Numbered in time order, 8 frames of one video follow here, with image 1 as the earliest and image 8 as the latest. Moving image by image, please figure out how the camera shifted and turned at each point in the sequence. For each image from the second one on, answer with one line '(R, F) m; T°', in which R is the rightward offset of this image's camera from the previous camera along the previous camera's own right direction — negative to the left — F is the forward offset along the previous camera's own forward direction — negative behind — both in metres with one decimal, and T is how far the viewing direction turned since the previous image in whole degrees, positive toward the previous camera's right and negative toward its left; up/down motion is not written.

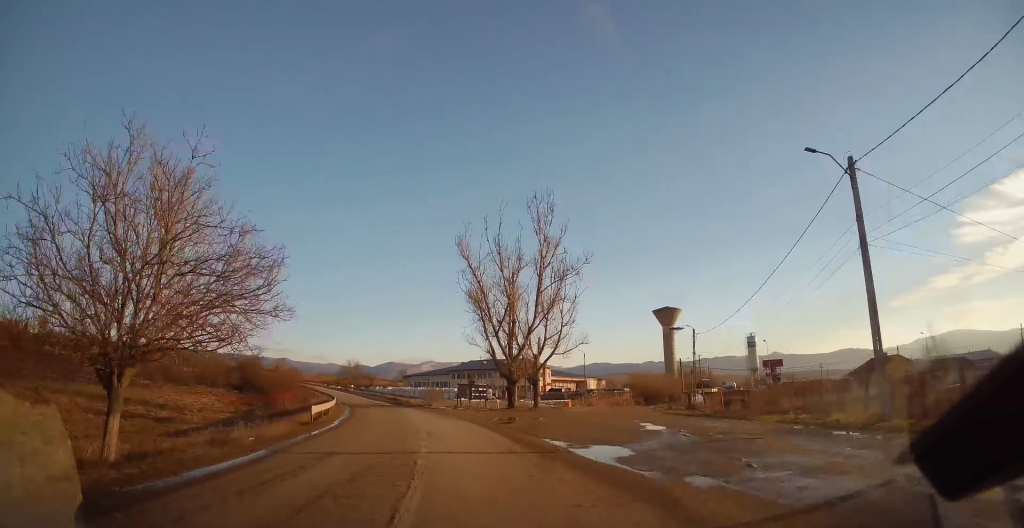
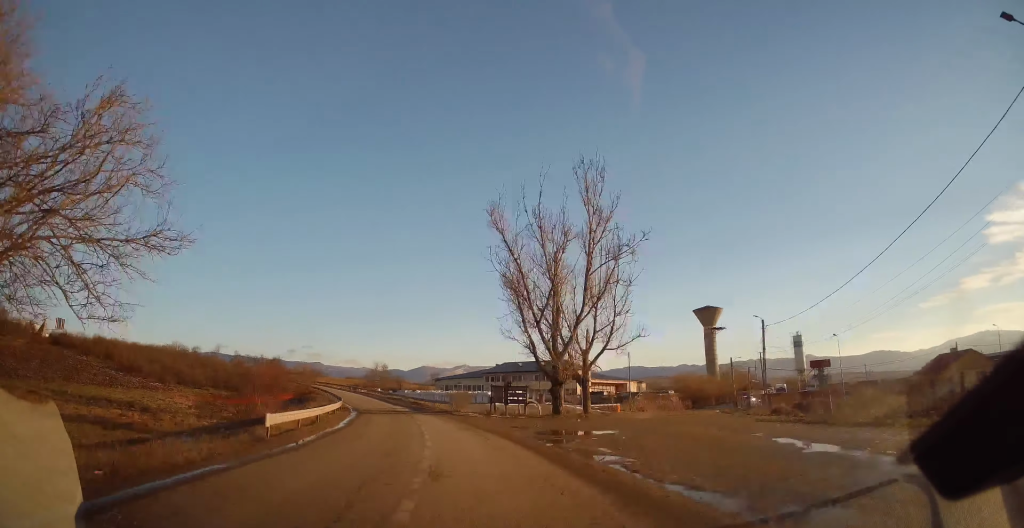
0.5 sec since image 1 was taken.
(-0.5, +8.2) m; -3°
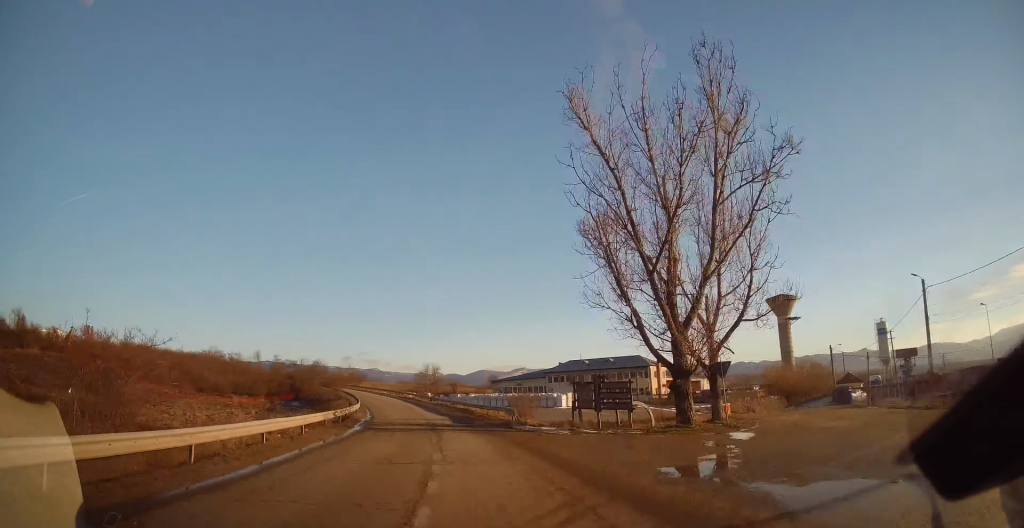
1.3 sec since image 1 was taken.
(-0.7, +14.2) m; -5°
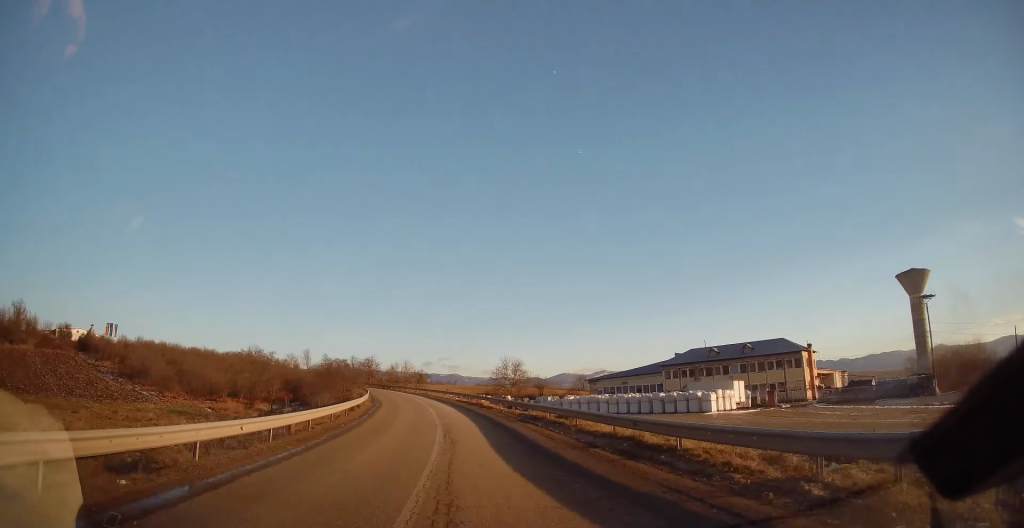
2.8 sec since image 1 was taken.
(-2.3, +28.8) m; -8°
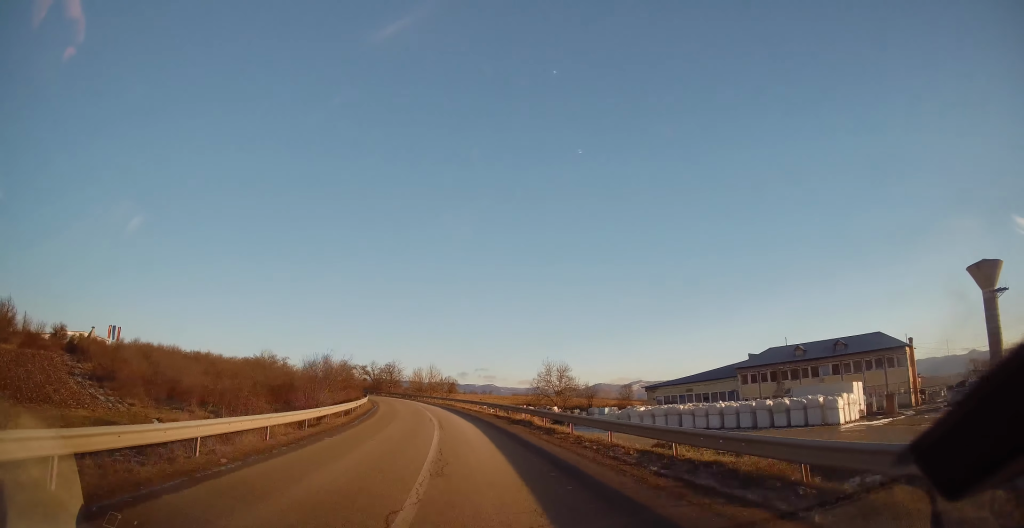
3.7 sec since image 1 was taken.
(-0.4, +15.9) m; -4°
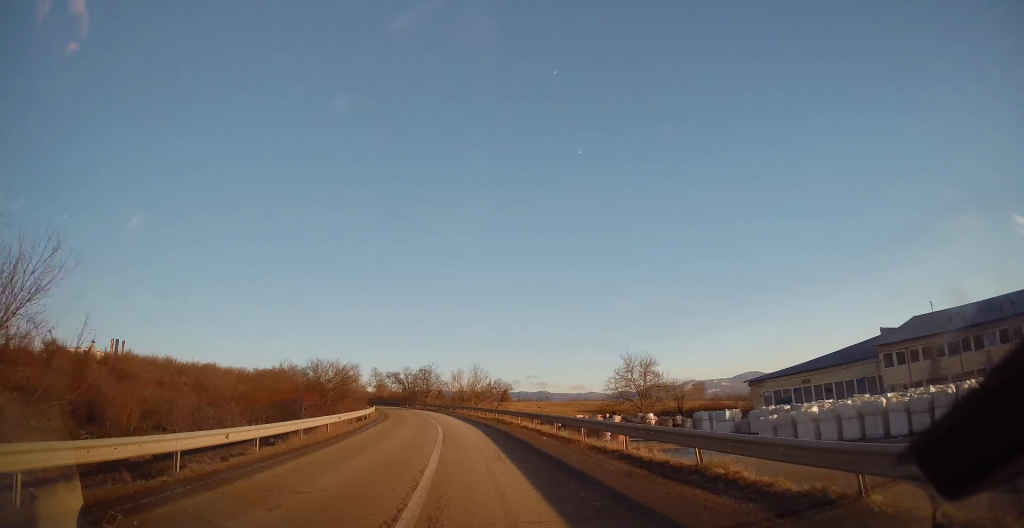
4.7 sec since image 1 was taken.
(-1.0, +20.7) m; -5°
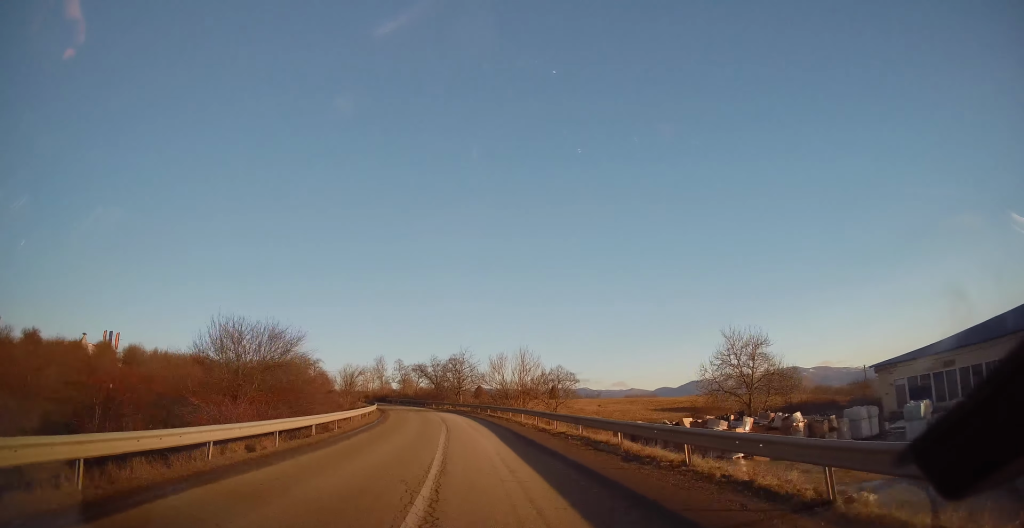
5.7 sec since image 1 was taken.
(-0.4, +19.0) m; -3°
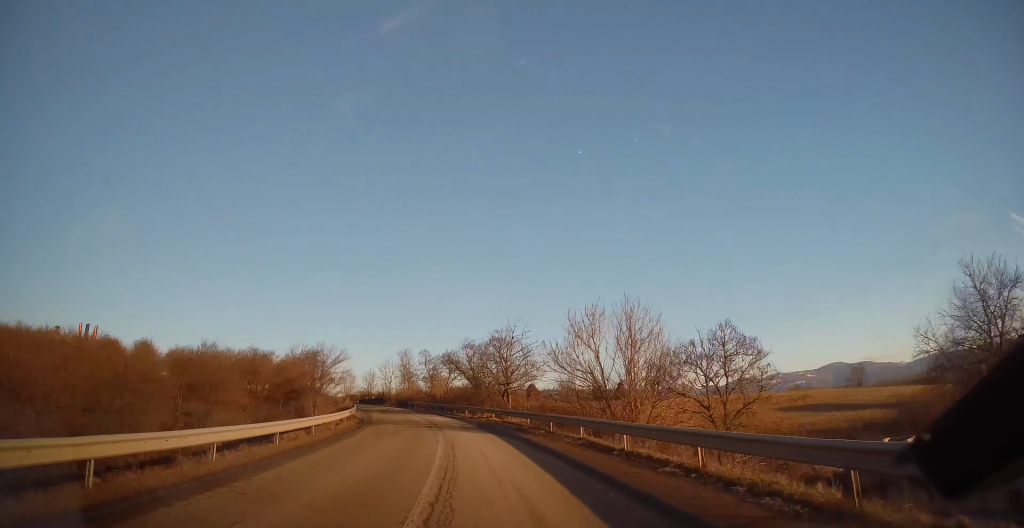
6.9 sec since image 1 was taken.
(-1.1, +24.4) m; -7°
